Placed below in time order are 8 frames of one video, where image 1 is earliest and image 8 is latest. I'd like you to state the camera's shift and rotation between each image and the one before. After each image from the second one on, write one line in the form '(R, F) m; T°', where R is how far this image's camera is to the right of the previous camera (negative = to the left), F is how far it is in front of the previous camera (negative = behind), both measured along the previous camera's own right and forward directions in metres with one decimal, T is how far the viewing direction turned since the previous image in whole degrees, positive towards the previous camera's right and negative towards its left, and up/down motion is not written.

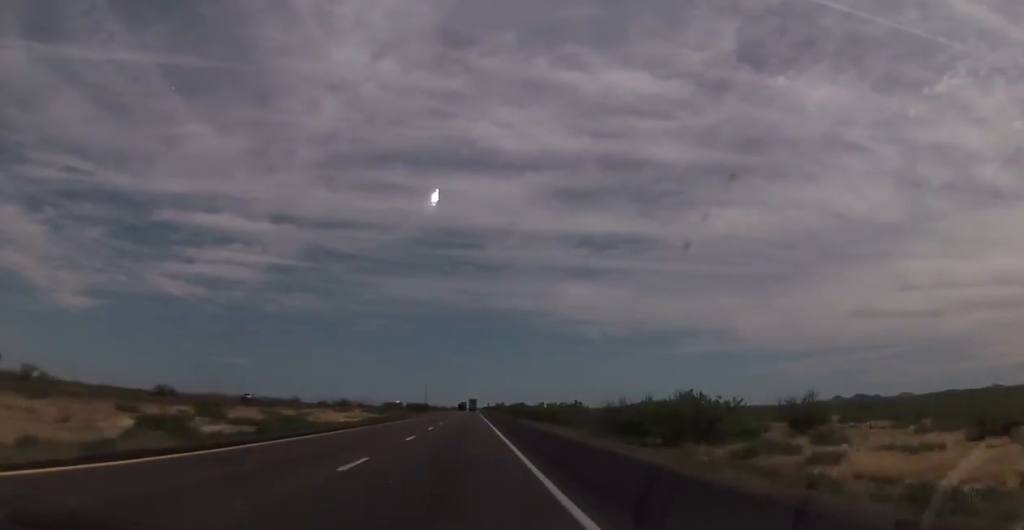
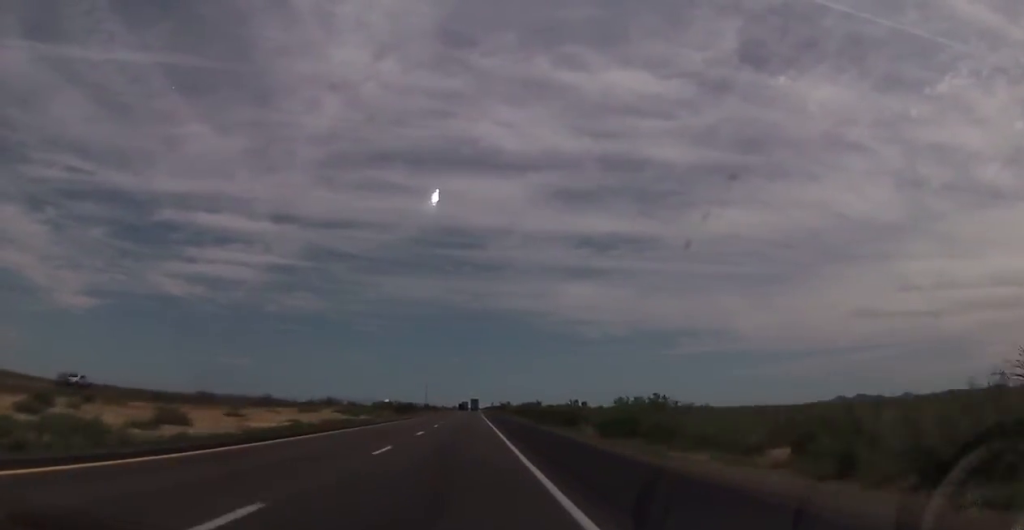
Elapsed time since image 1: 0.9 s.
(+0.2, +30.6) m; 0°
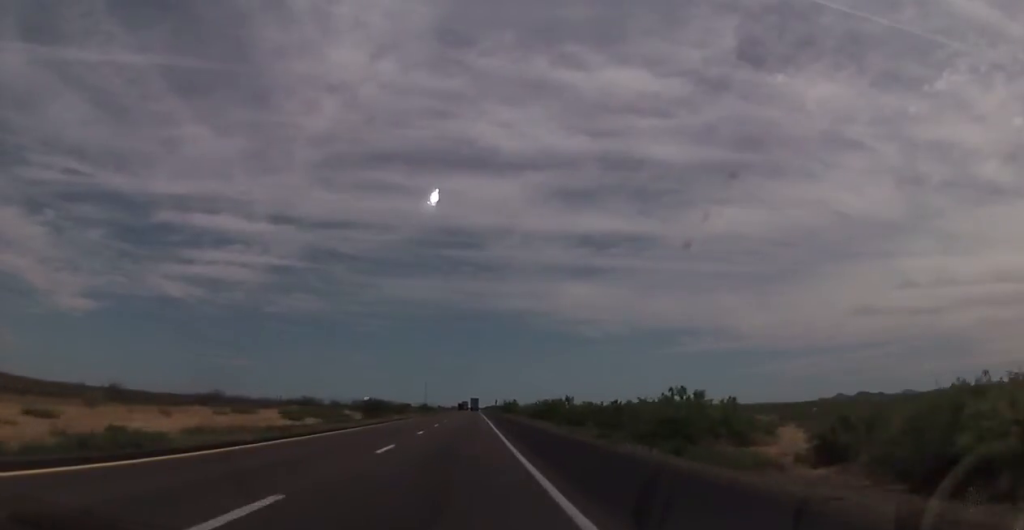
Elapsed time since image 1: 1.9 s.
(+0.1, +37.6) m; 0°
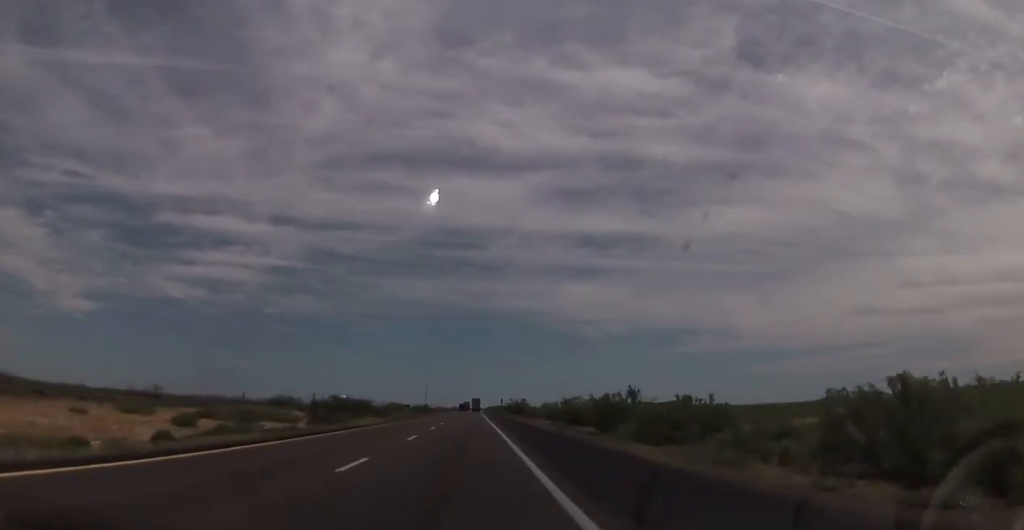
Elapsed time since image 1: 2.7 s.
(0.0, +34.6) m; 0°
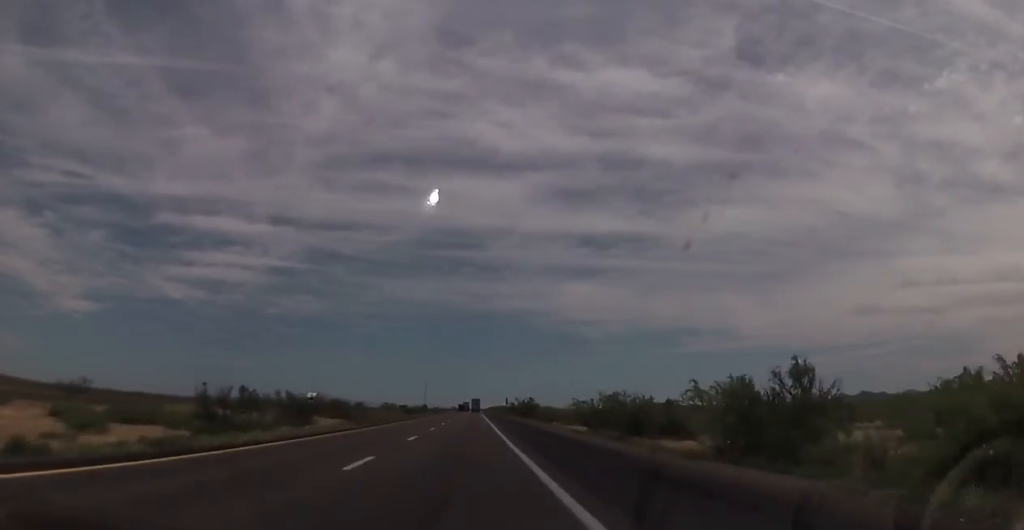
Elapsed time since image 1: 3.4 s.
(0.0, +28.0) m; 0°
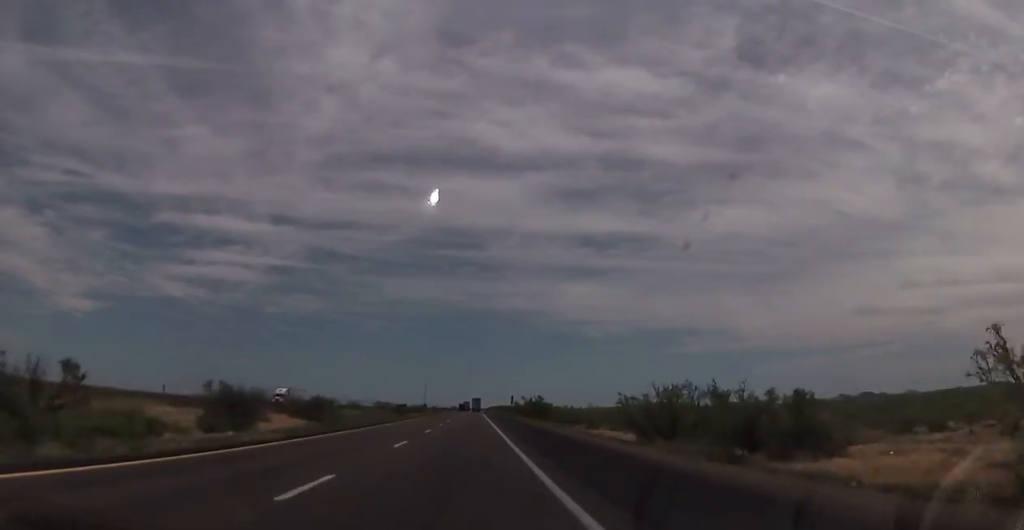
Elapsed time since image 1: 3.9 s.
(-0.2, +18.6) m; 0°
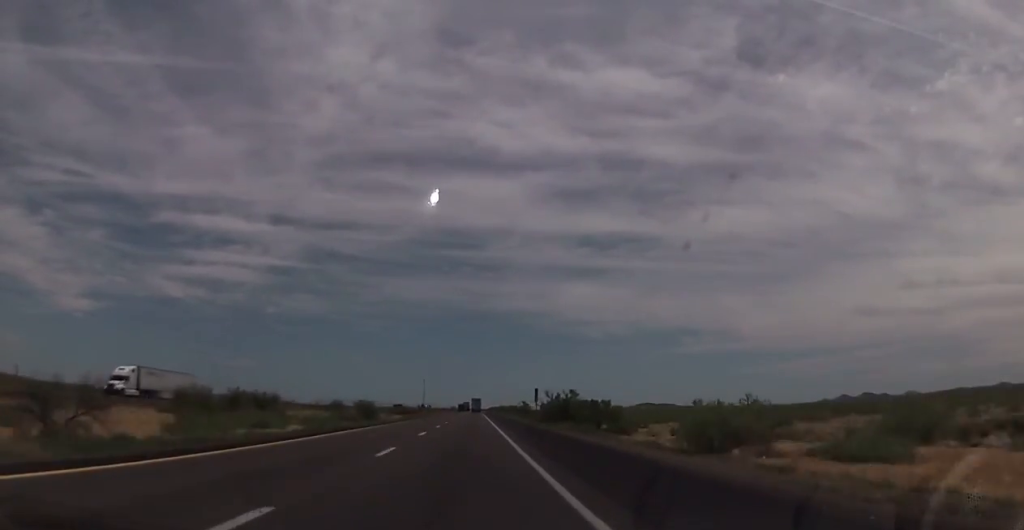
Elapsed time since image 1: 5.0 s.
(-0.1, +43.6) m; 0°
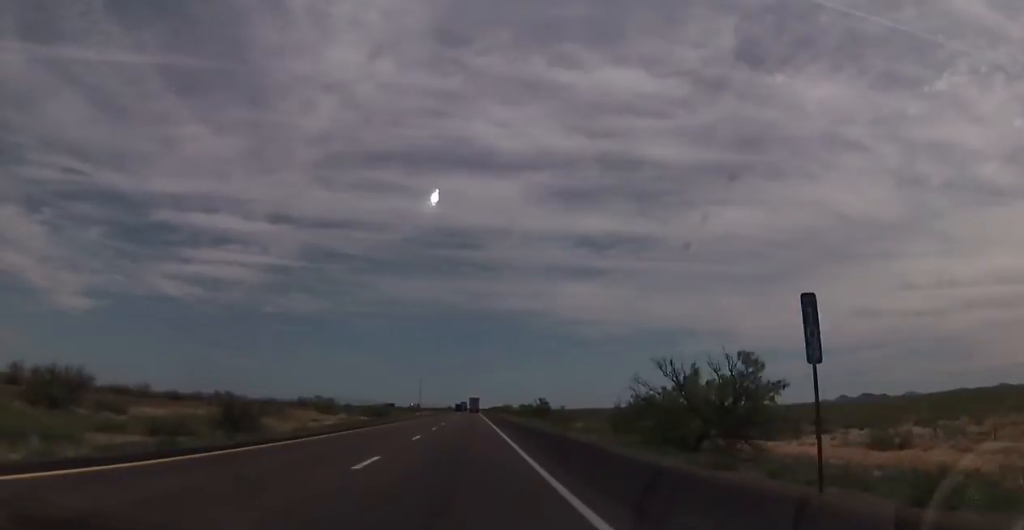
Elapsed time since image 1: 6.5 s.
(+0.2, +55.4) m; +1°
